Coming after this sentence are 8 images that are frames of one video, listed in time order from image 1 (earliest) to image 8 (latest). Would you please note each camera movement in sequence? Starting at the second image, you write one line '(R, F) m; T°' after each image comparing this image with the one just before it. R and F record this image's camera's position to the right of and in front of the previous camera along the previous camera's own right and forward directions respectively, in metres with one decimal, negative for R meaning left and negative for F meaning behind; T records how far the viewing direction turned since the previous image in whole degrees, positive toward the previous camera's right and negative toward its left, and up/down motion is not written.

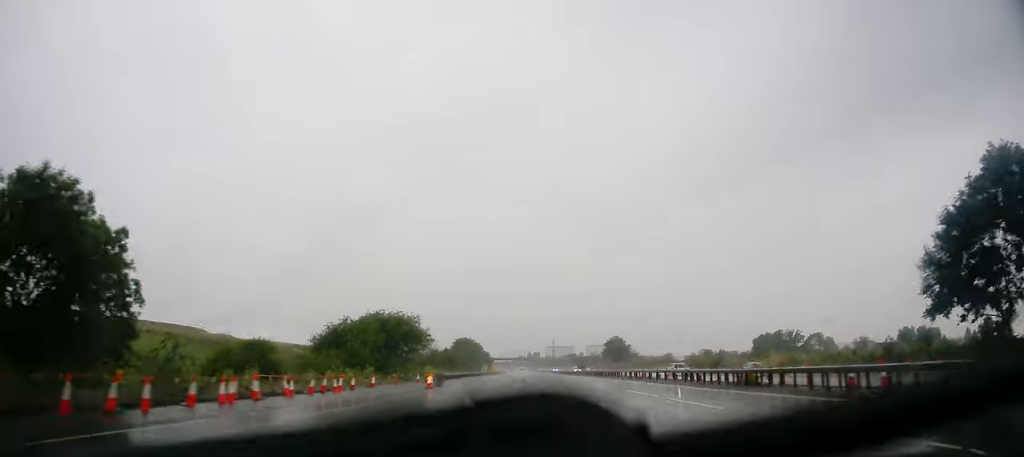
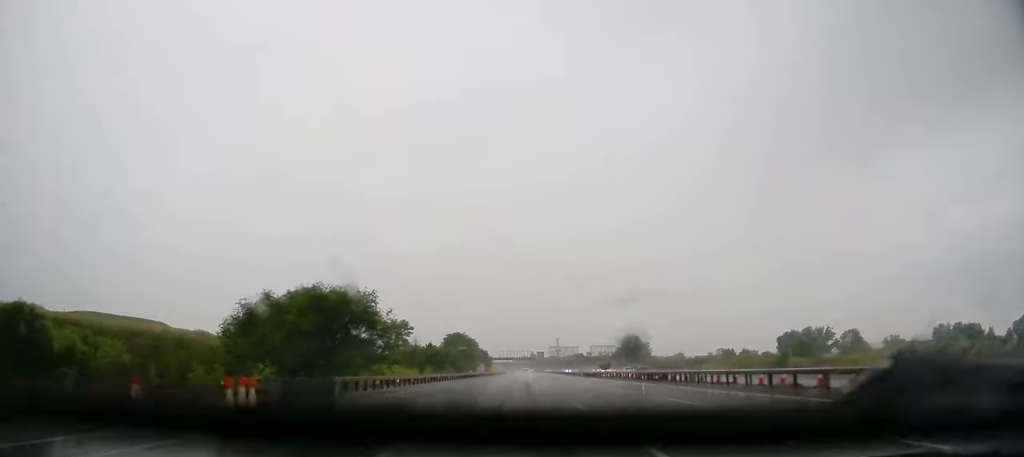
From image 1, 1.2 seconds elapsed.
(+0.2, +26.2) m; +1°
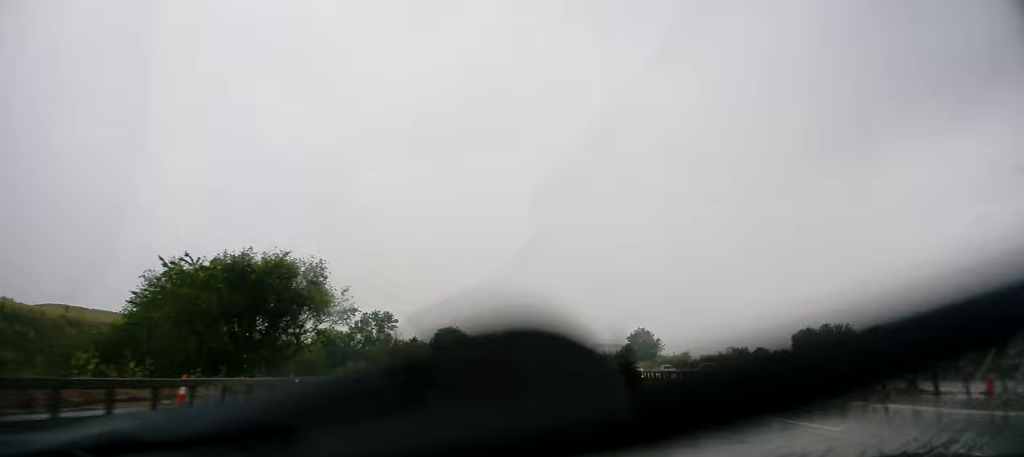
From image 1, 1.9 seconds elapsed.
(0.0, +15.4) m; 0°
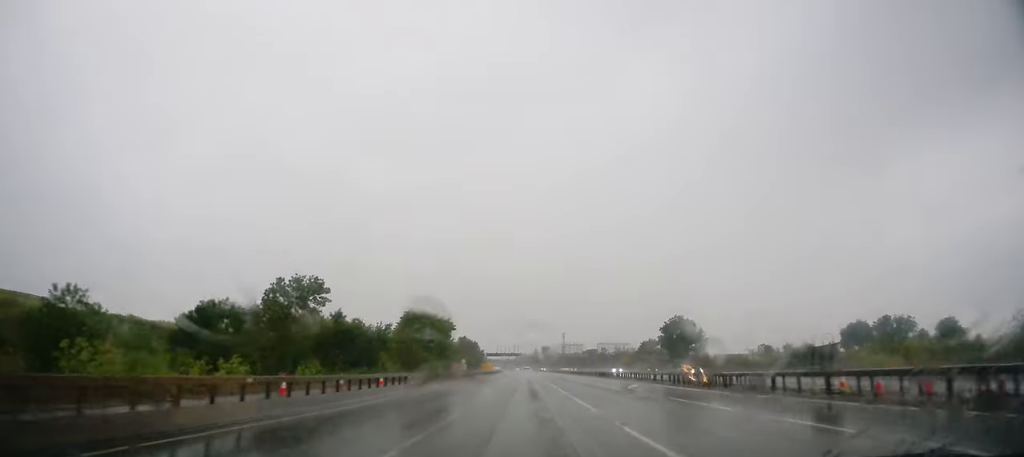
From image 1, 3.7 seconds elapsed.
(-0.5, +39.5) m; 0°
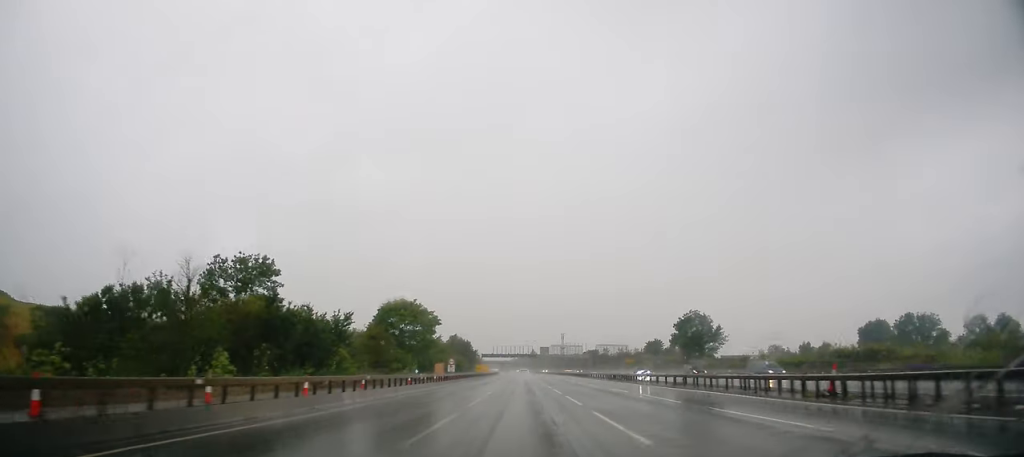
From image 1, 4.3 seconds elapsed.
(+0.2, +13.9) m; +1°
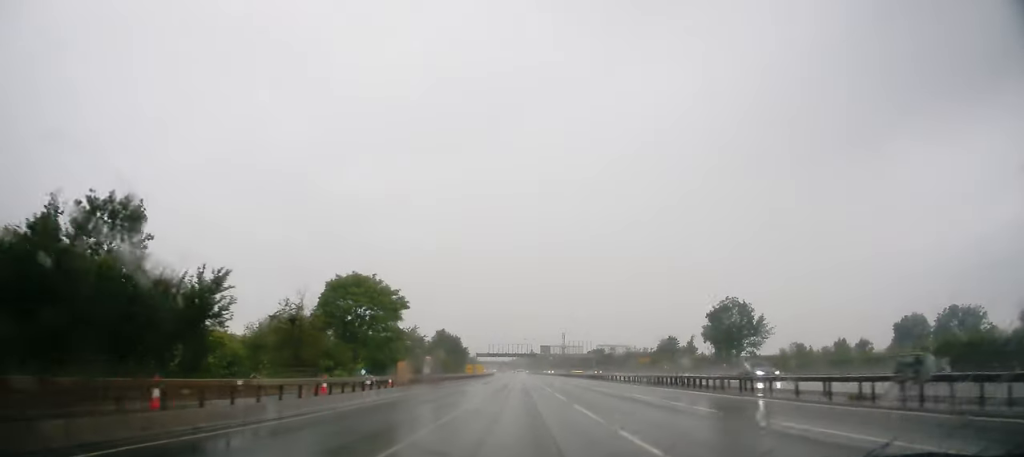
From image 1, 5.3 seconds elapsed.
(0.0, +22.2) m; -1°
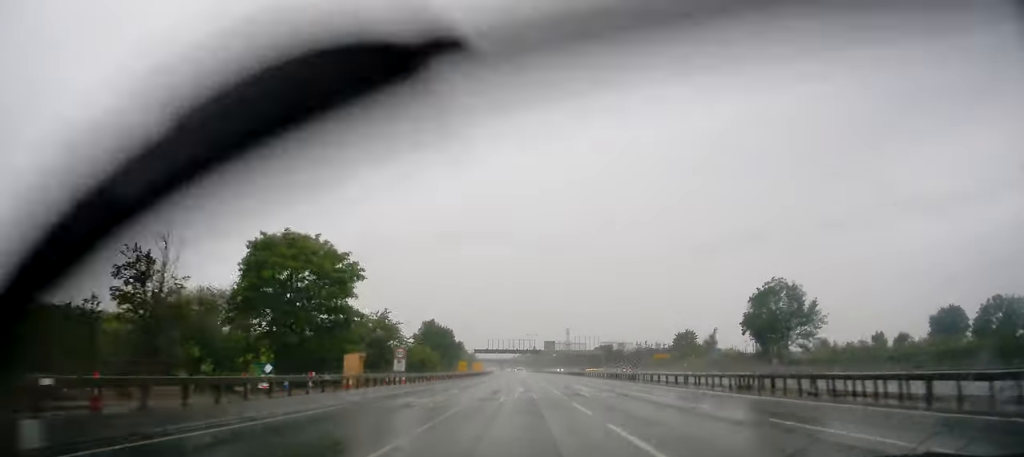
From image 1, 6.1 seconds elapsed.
(-0.4, +17.8) m; 0°
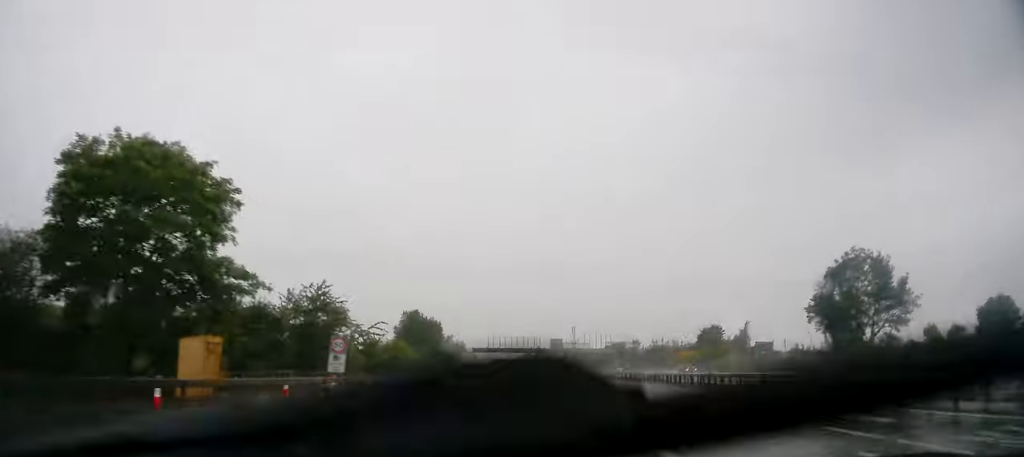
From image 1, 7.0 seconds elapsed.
(+0.2, +19.9) m; +1°
